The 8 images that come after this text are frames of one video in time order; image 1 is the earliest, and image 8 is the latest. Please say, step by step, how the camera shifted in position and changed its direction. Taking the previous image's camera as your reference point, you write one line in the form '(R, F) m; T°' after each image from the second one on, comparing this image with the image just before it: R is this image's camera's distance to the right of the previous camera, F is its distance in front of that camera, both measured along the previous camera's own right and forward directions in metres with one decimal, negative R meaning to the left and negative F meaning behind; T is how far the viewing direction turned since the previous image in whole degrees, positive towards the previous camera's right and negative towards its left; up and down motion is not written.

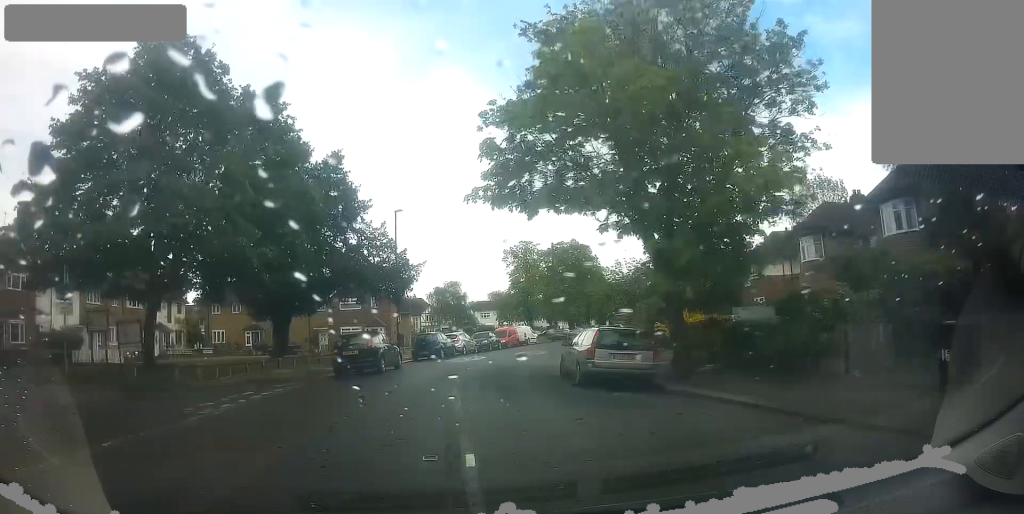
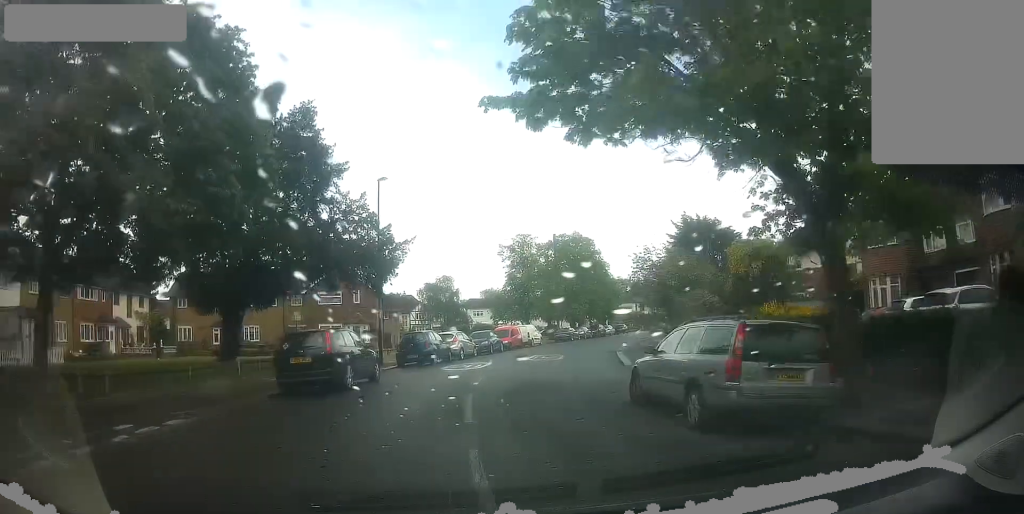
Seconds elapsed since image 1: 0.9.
(+0.3, +6.6) m; +4°
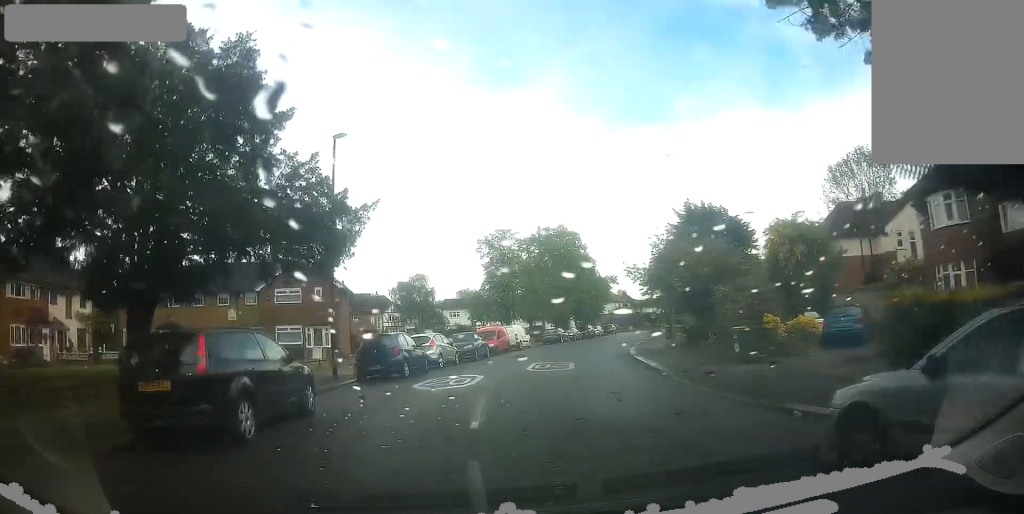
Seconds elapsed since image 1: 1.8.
(0.0, +6.6) m; +4°
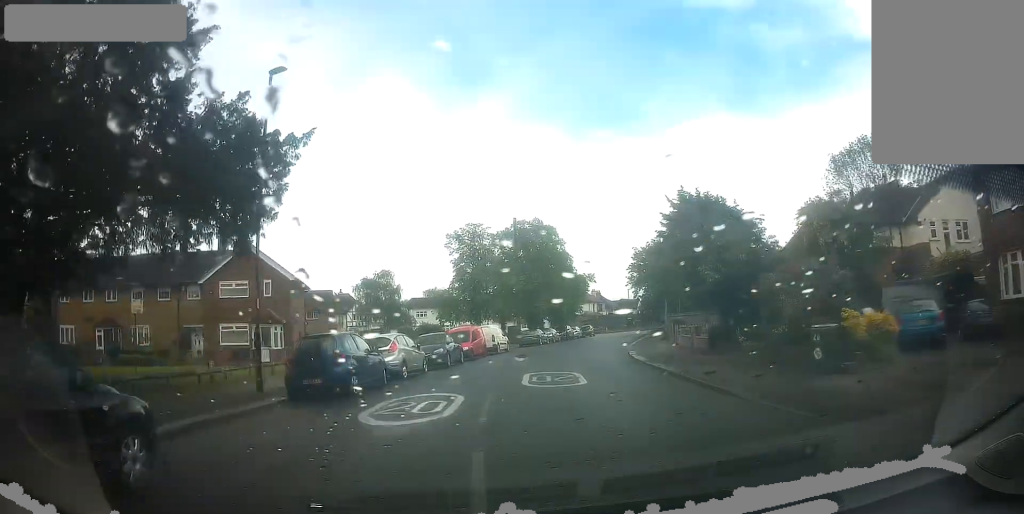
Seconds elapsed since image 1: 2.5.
(+0.3, +5.6) m; +7°
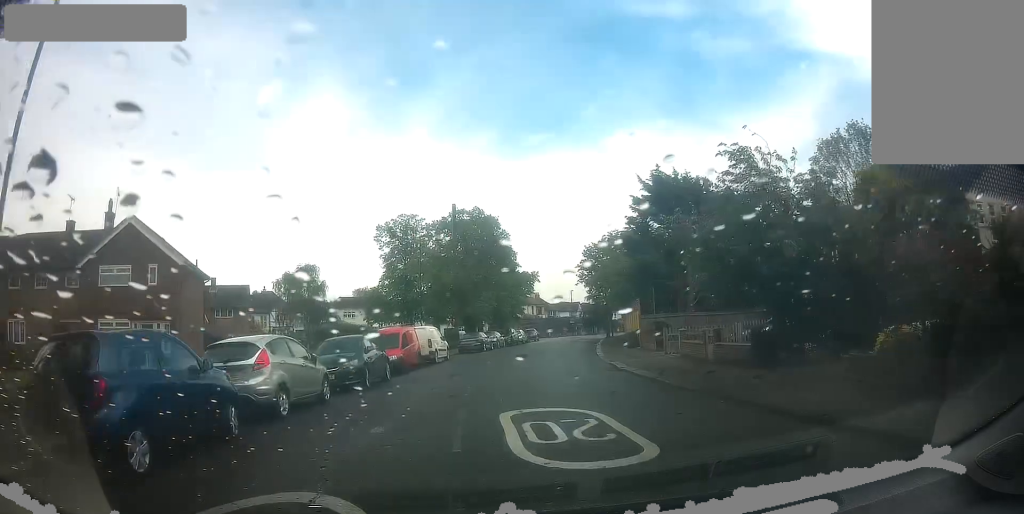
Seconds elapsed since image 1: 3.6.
(+0.9, +8.1) m; +5°
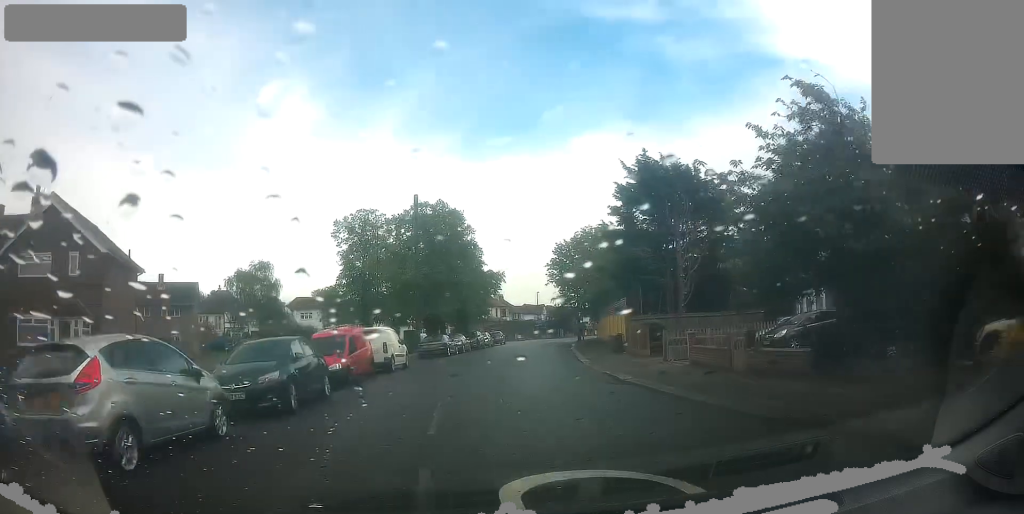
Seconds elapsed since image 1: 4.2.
(-0.1, +4.5) m; -1°
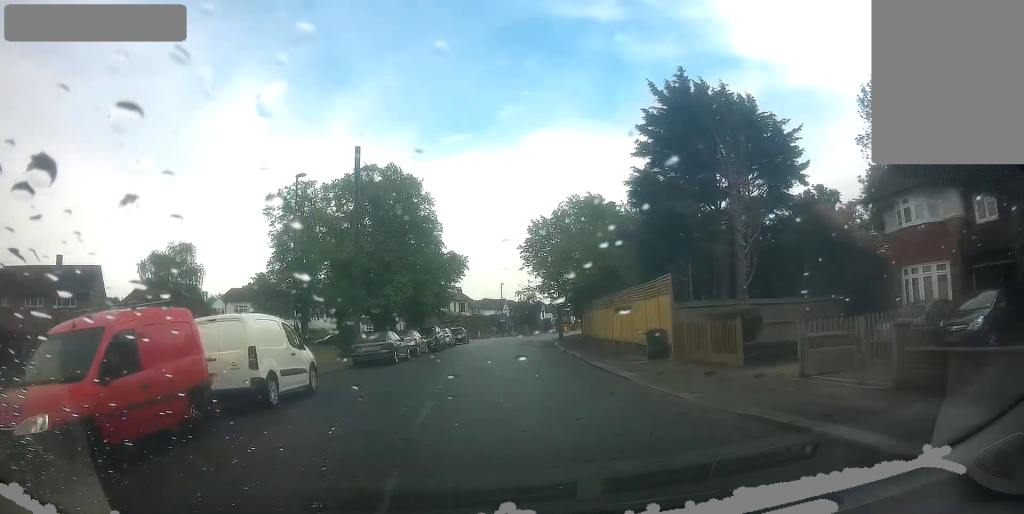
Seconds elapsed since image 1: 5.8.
(-0.3, +11.8) m; +2°
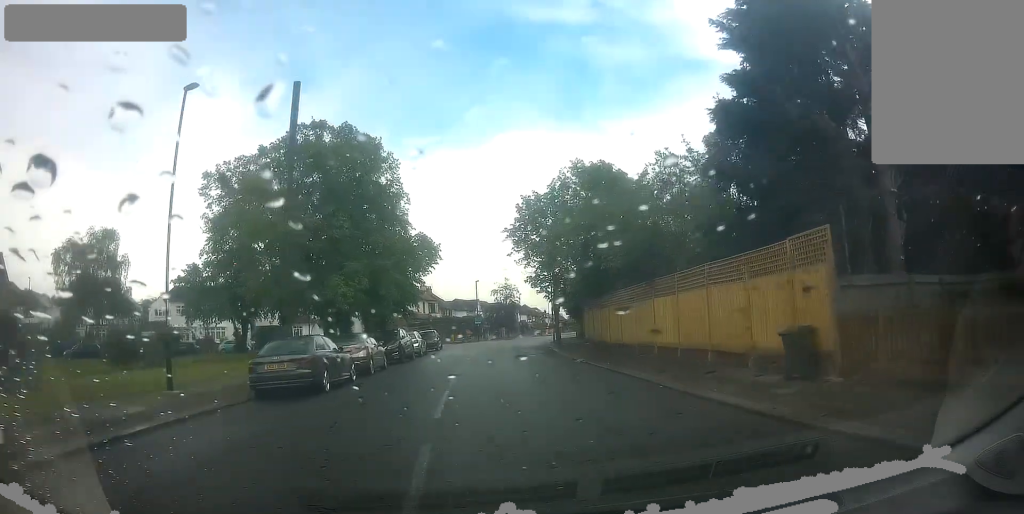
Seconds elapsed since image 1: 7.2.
(+0.2, +10.3) m; -2°
